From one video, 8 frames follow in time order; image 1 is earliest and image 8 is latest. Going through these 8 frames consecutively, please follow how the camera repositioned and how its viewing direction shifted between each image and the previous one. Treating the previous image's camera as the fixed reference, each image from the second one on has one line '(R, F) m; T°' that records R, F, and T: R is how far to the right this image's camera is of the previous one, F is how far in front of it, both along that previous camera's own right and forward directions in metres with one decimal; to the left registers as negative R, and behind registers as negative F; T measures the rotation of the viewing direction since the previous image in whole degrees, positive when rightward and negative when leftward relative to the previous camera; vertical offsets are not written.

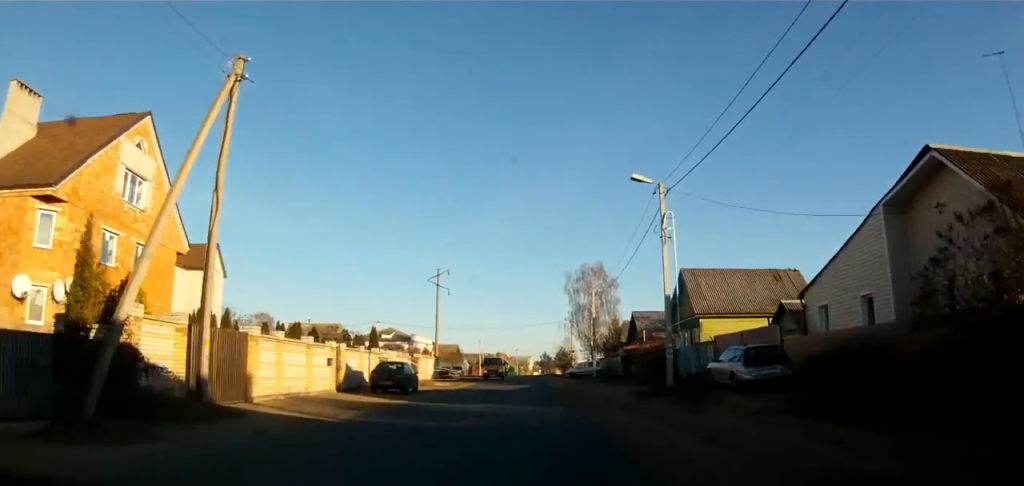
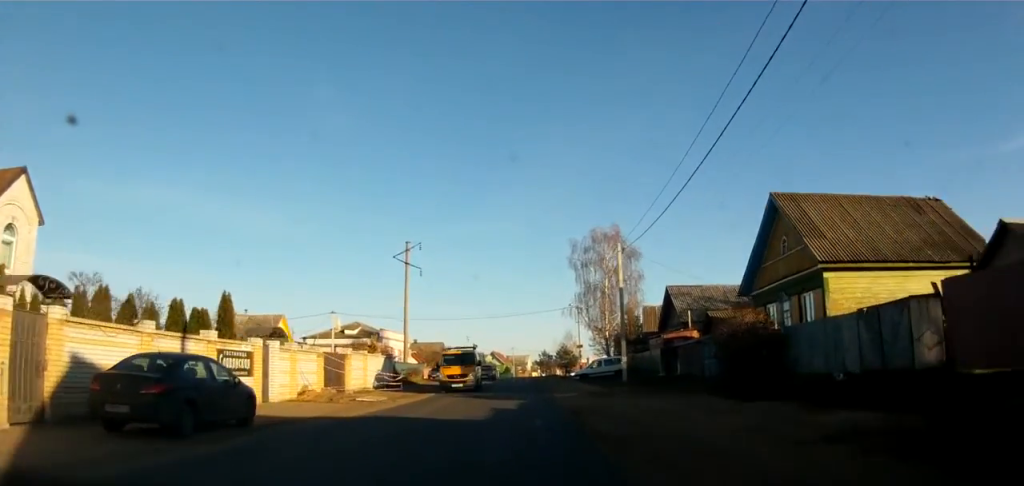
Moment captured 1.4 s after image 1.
(-0.1, +19.0) m; 0°
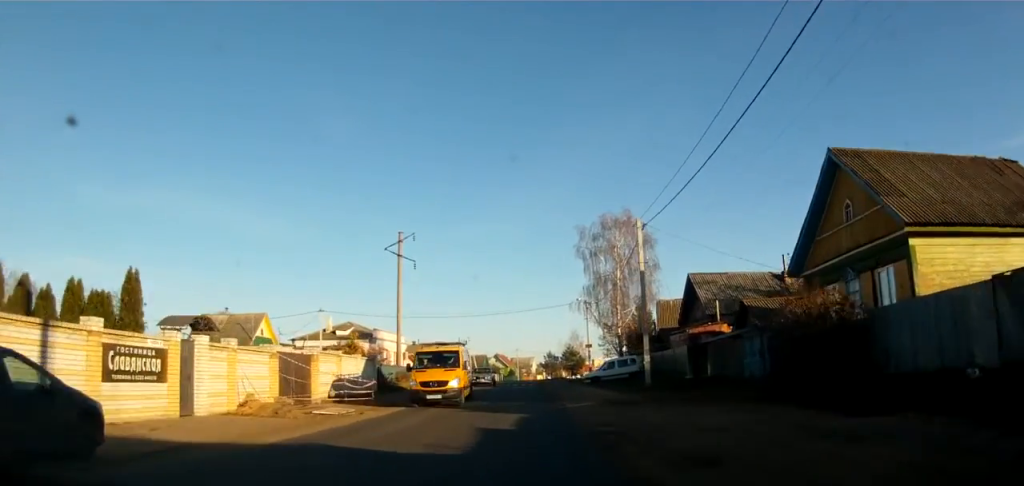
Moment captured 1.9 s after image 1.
(+0.1, +5.6) m; 0°
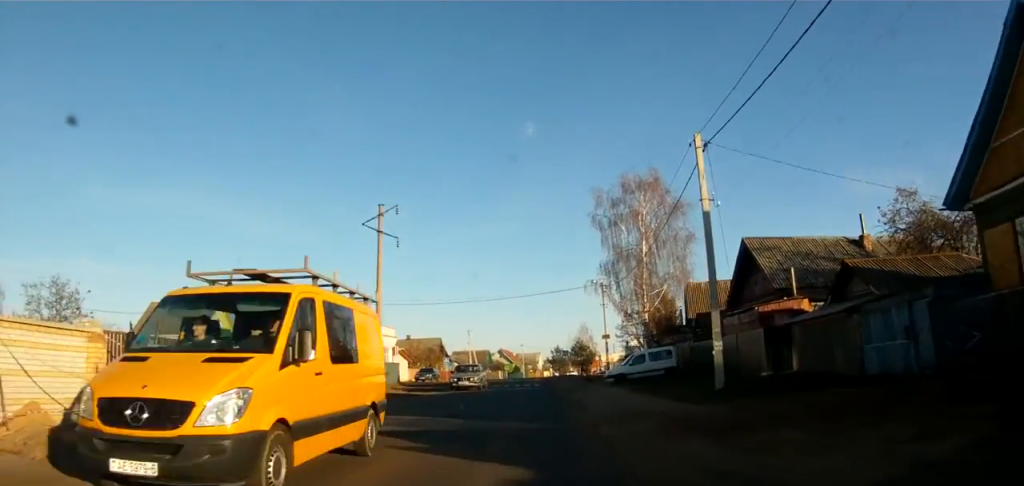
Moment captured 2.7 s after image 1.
(-0.4, +9.7) m; -2°
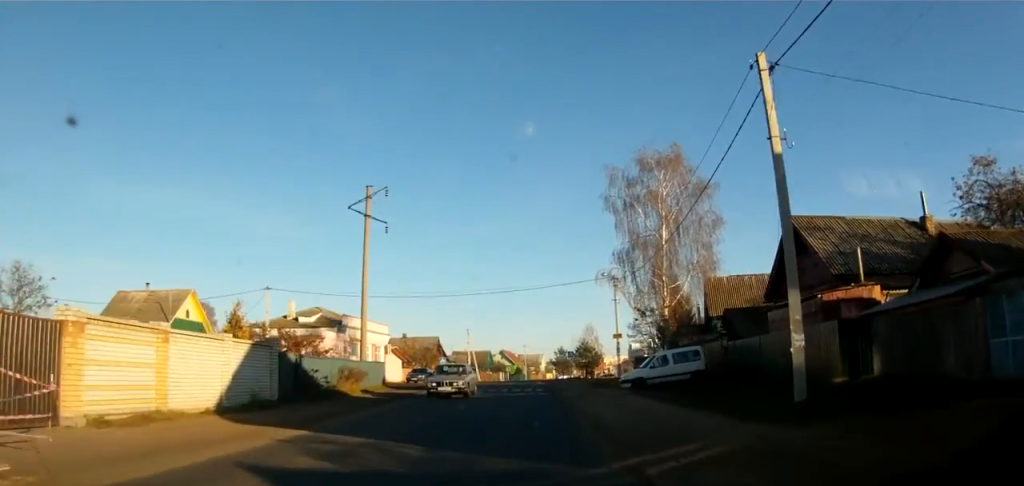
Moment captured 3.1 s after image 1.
(0.0, +4.8) m; 0°
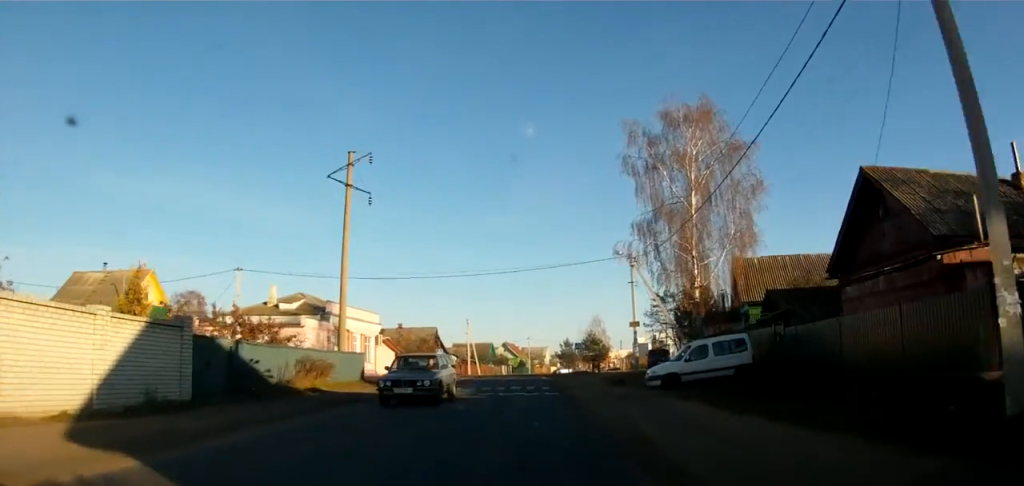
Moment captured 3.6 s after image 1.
(0.0, +5.1) m; 0°
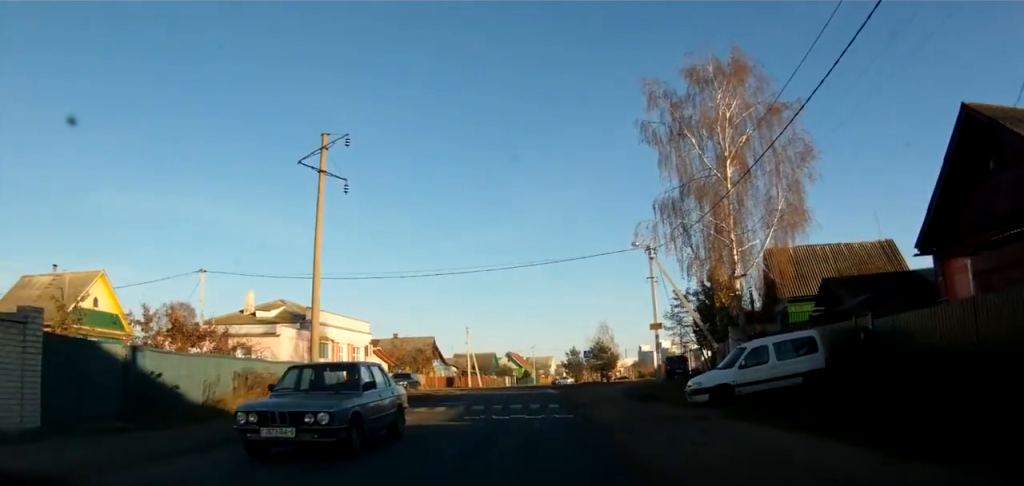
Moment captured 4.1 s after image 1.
(0.0, +4.8) m; 0°
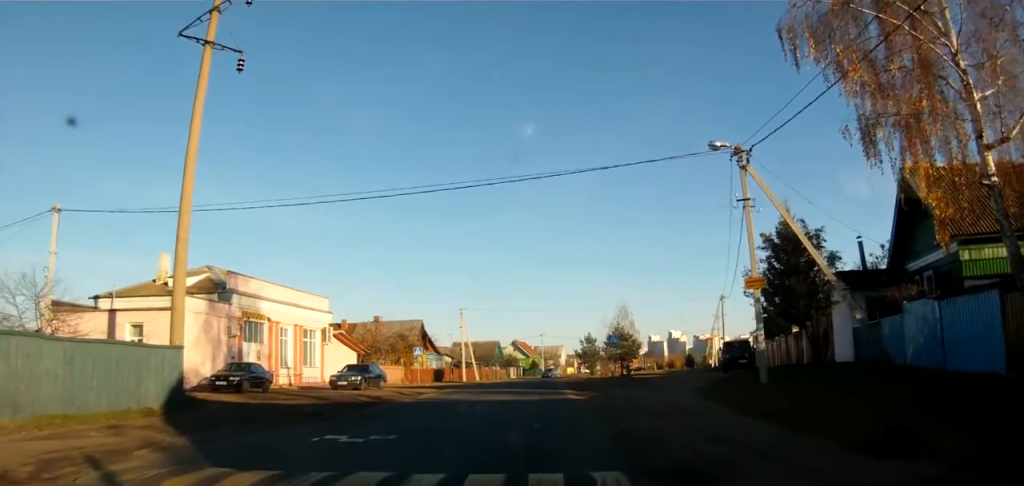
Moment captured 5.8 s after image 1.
(0.0, +11.4) m; 0°
